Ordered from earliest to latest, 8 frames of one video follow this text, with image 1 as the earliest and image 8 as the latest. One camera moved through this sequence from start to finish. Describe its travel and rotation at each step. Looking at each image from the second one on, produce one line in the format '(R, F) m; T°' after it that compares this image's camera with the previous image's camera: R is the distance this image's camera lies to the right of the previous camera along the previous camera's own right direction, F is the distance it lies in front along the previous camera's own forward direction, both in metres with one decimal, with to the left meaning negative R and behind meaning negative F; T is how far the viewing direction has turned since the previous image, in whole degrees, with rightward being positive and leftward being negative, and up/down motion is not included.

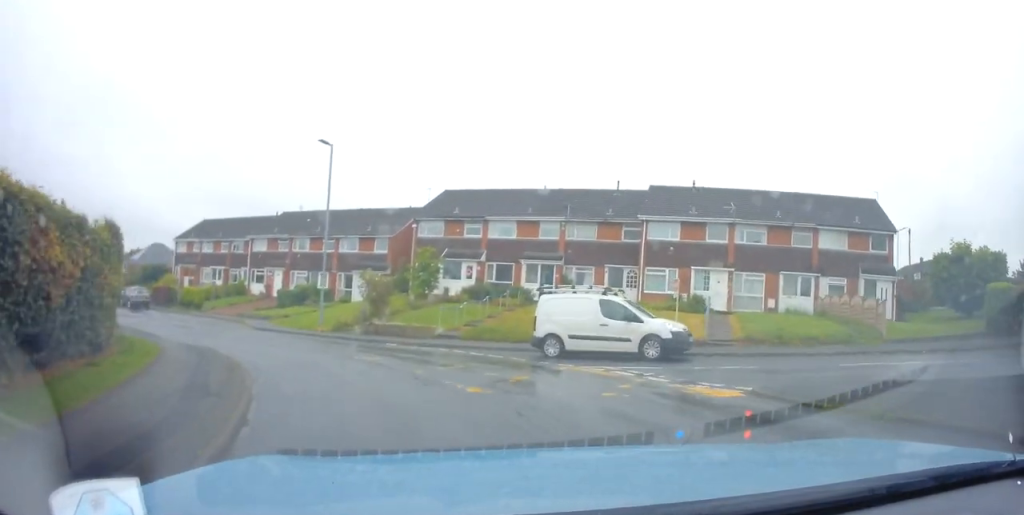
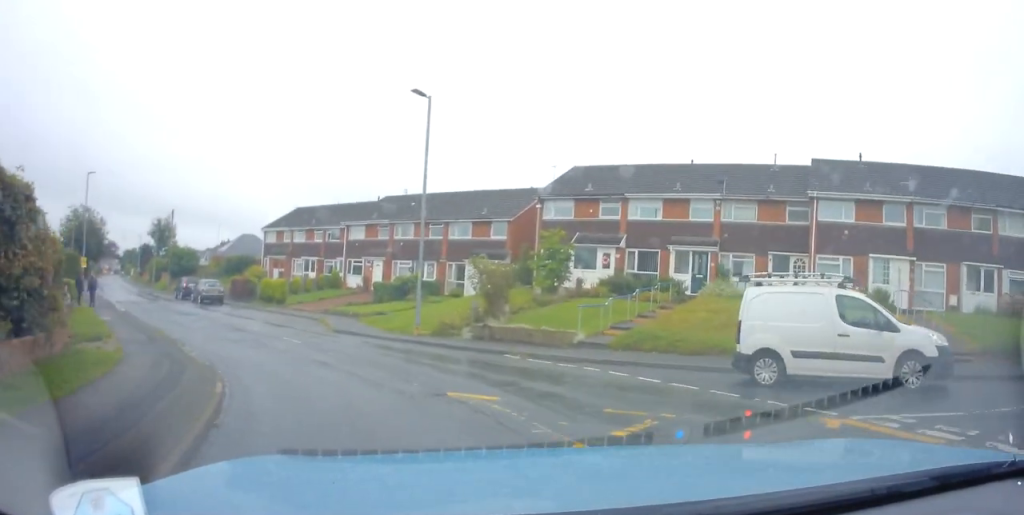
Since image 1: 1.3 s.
(-0.4, +5.9) m; -14°
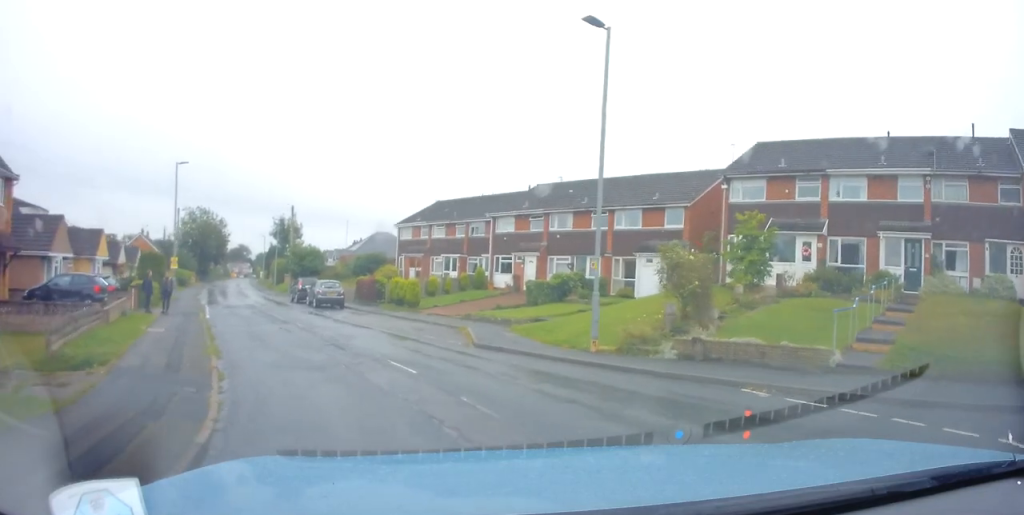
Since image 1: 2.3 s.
(-0.9, +5.3) m; -17°
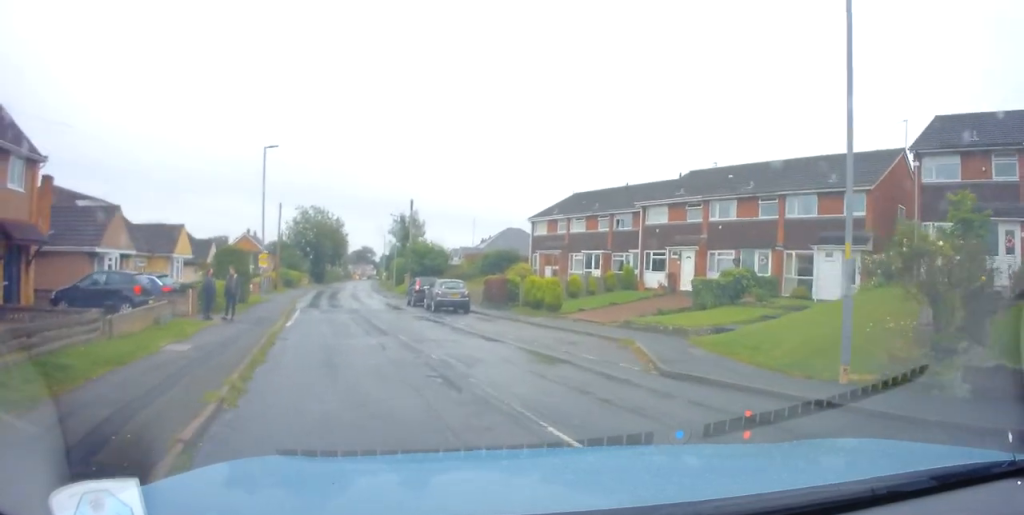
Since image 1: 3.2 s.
(-0.4, +4.9) m; -14°
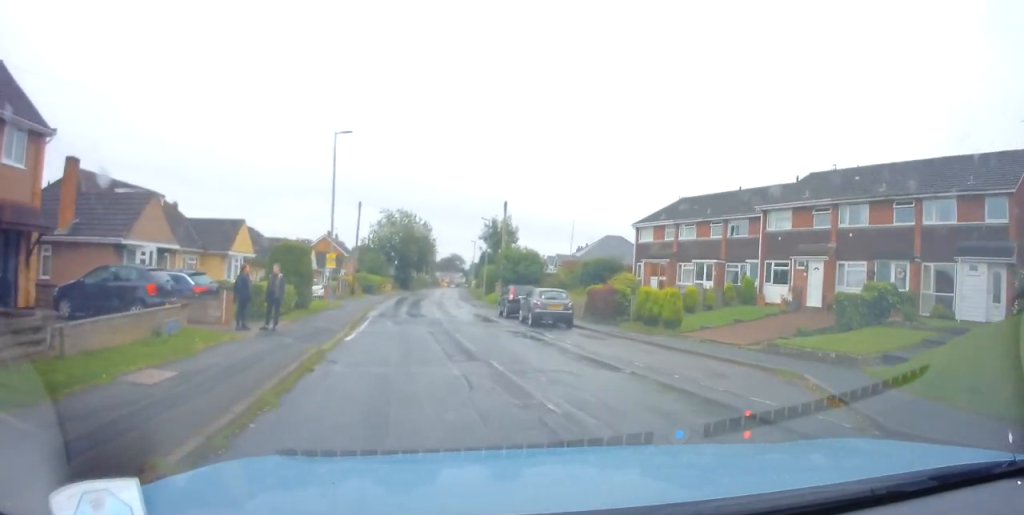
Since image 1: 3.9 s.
(-0.6, +3.8) m; -8°
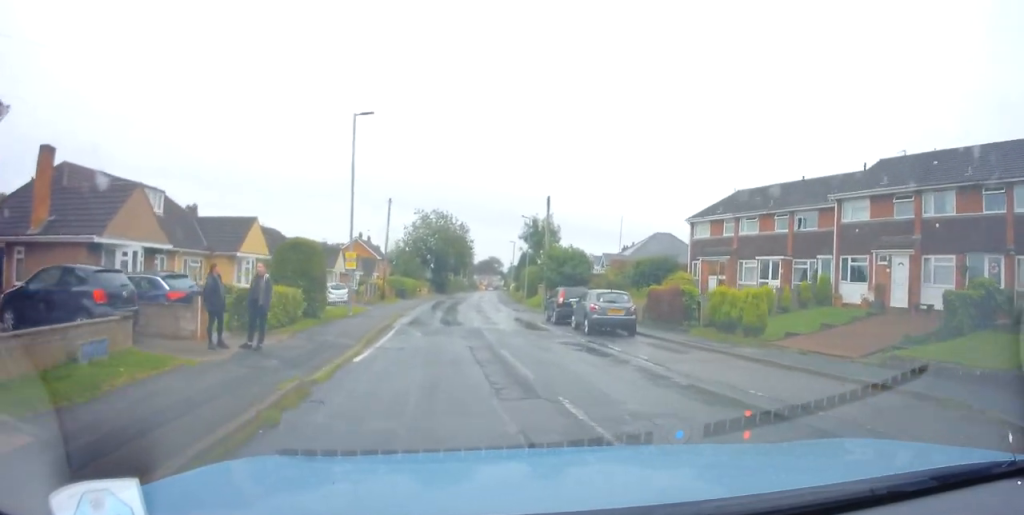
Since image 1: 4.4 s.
(-0.2, +3.5) m; -2°
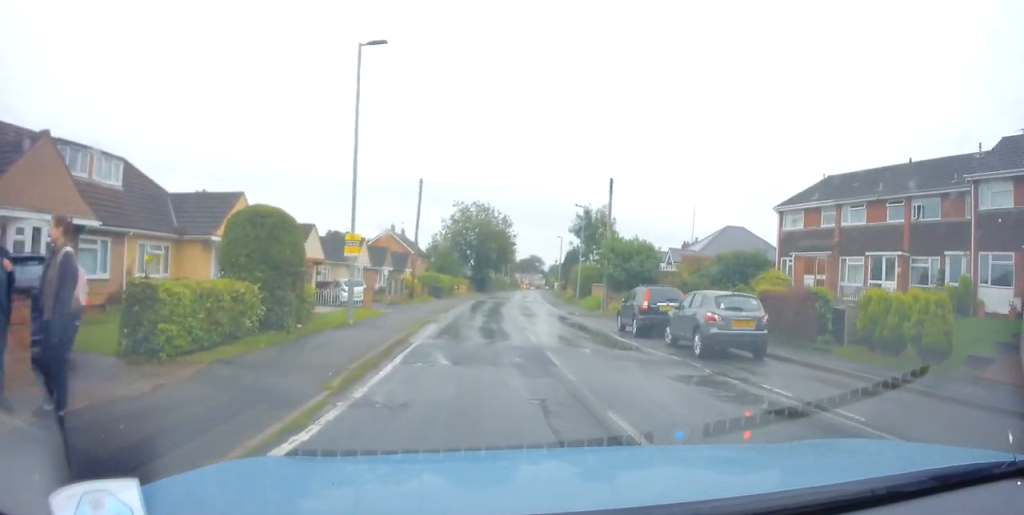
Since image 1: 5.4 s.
(-0.1, +6.7) m; -2°
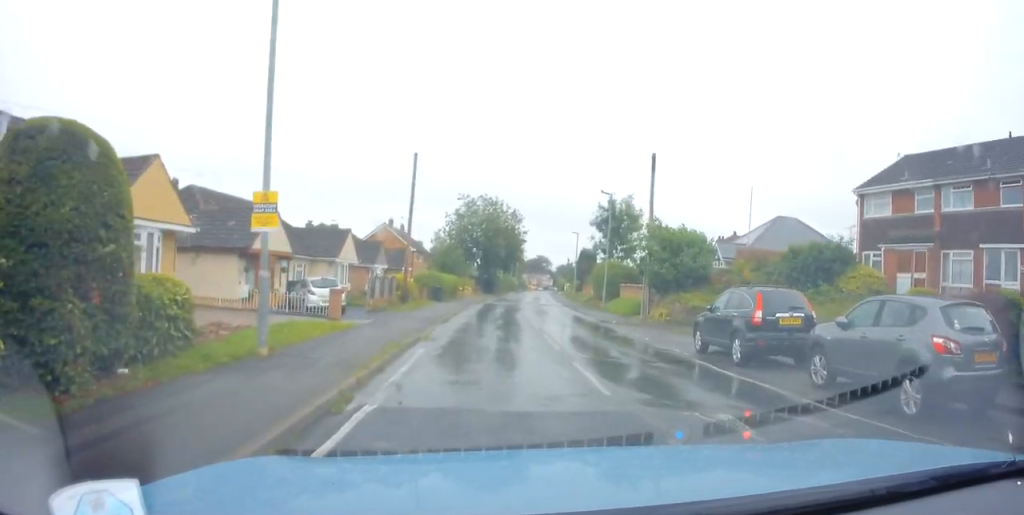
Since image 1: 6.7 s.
(-0.3, +7.3) m; -2°
